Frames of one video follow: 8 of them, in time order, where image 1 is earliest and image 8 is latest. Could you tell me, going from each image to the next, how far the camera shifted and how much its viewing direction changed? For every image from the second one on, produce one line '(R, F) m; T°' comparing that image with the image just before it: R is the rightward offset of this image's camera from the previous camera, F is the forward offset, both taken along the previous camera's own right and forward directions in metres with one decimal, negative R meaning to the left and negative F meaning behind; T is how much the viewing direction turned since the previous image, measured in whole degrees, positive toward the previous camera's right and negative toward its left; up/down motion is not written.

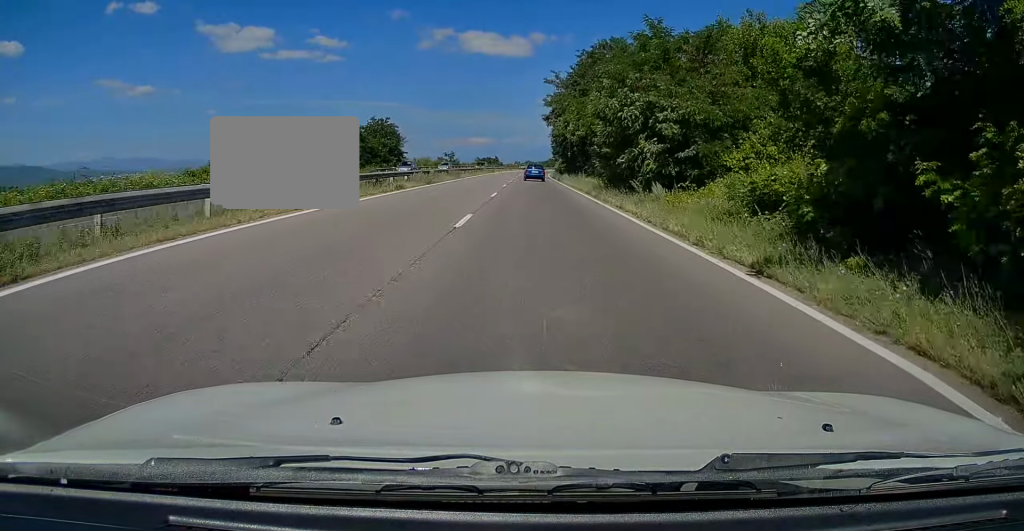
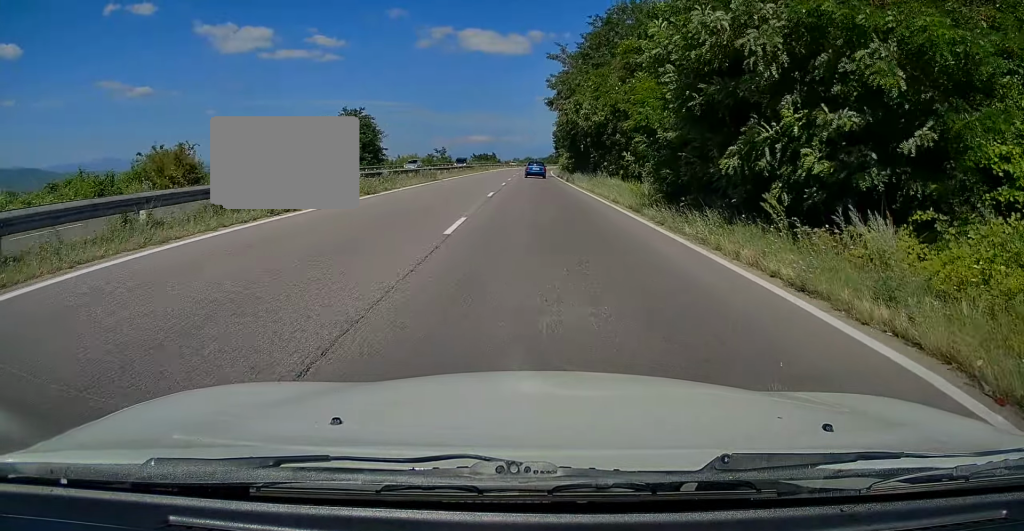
(+0.1, +13.7) m; 0°
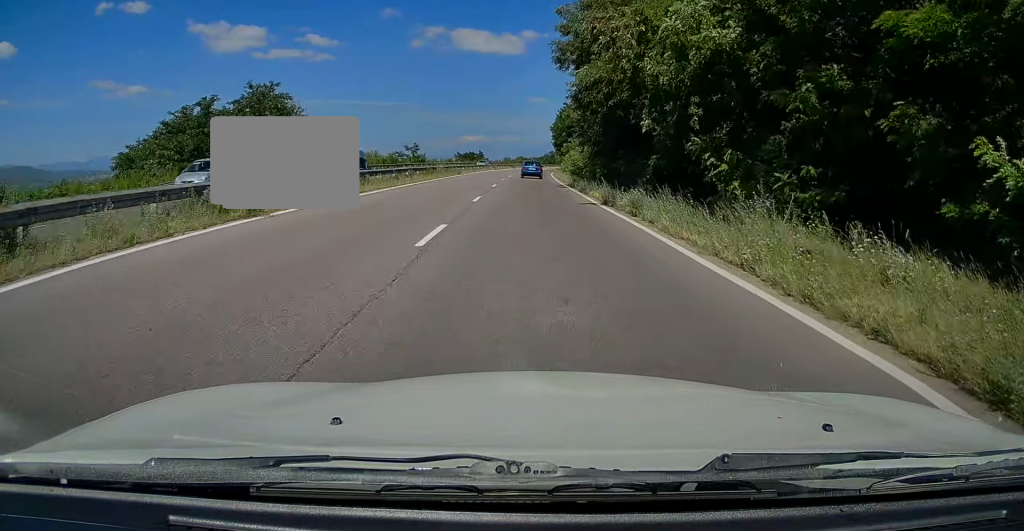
(+0.1, +25.7) m; 0°
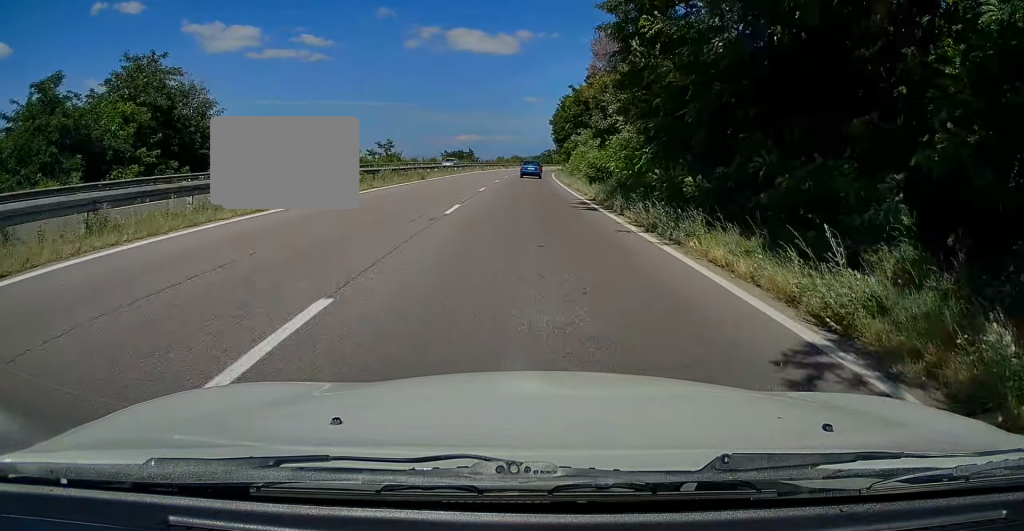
(-0.1, +17.1) m; 0°
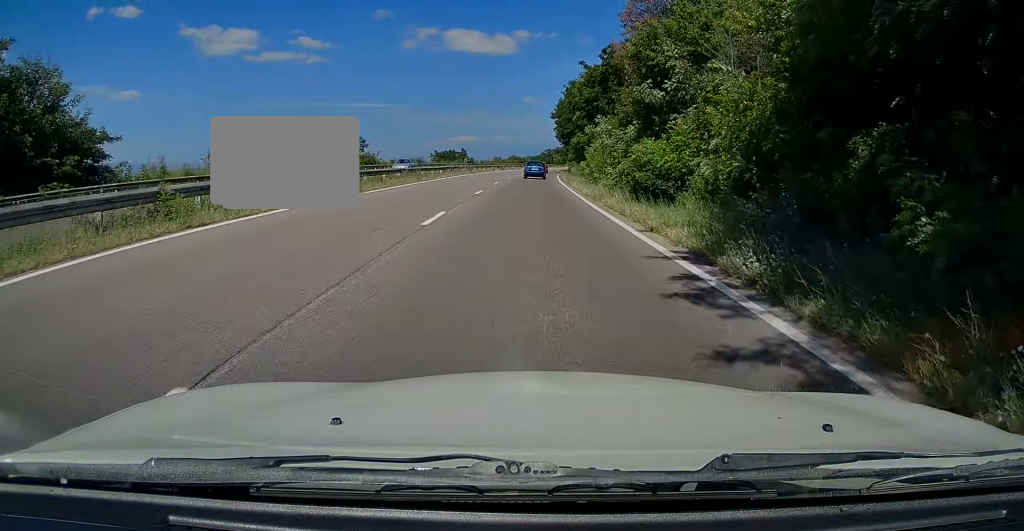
(-0.2, +14.5) m; 0°
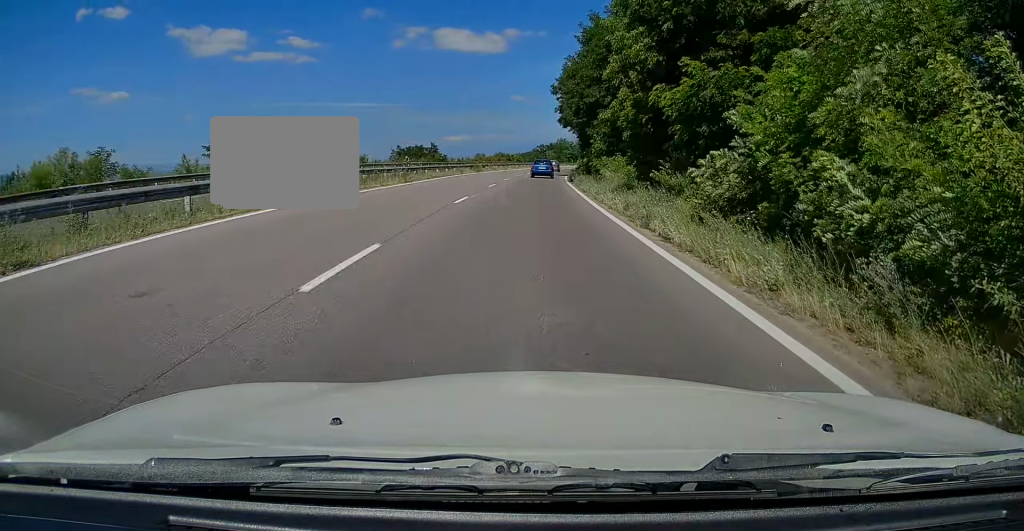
(+0.7, +30.3) m; +2°
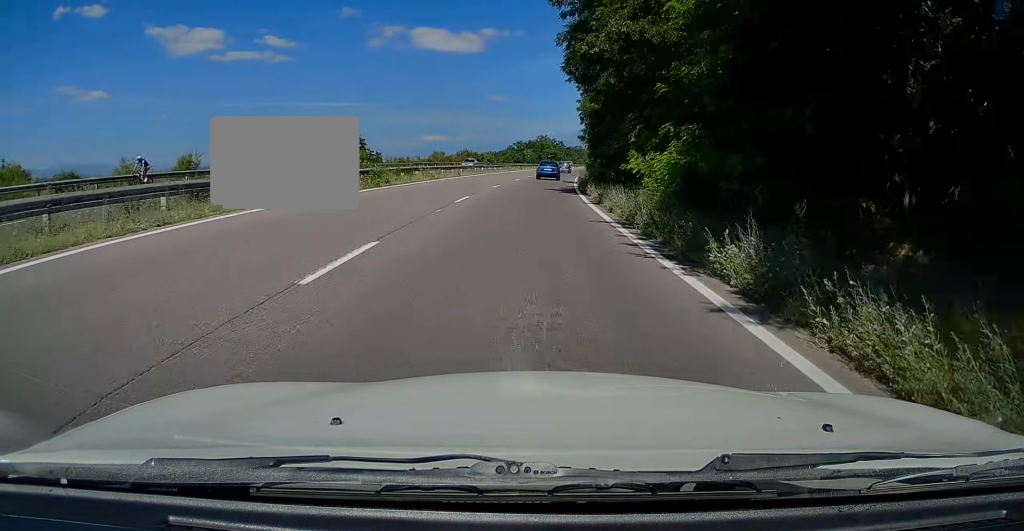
(+0.2, +35.0) m; +1°
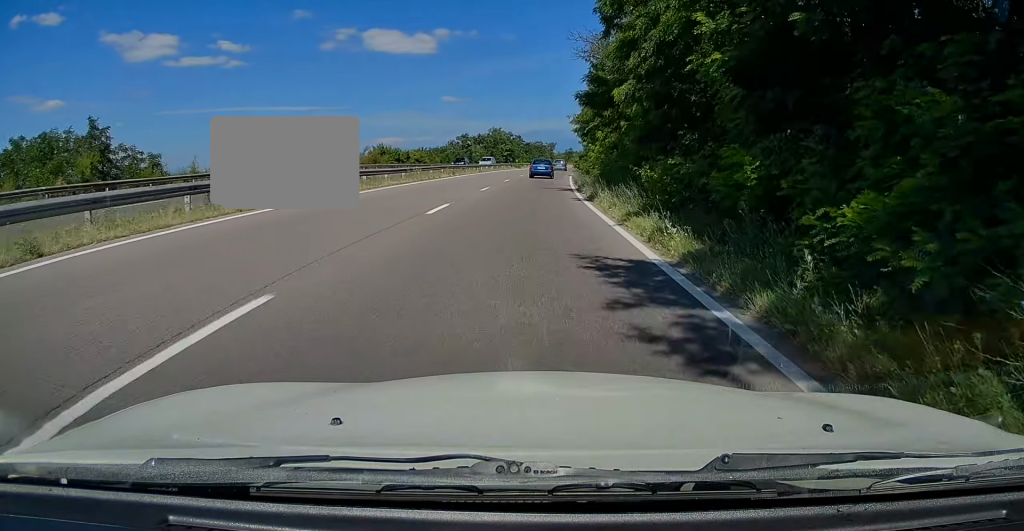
(+1.5, +39.6) m; +4°
